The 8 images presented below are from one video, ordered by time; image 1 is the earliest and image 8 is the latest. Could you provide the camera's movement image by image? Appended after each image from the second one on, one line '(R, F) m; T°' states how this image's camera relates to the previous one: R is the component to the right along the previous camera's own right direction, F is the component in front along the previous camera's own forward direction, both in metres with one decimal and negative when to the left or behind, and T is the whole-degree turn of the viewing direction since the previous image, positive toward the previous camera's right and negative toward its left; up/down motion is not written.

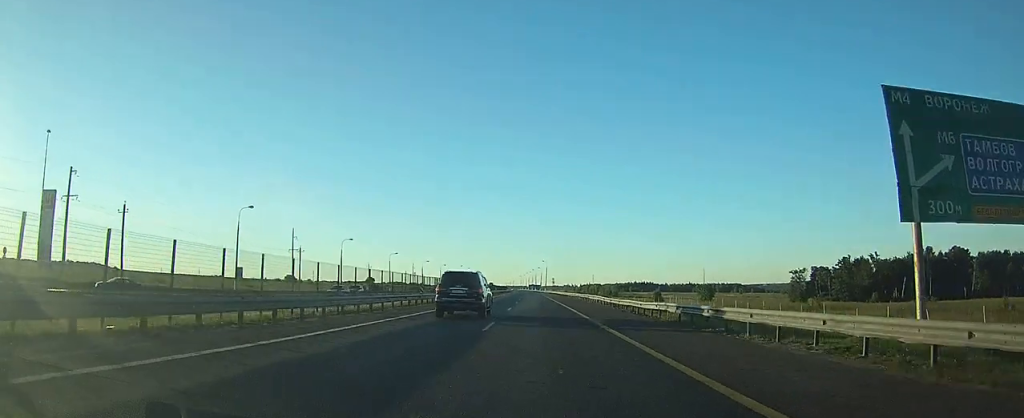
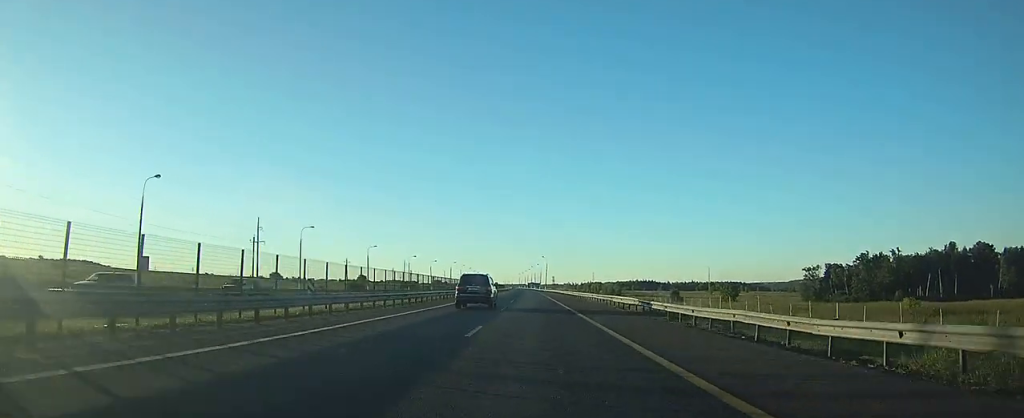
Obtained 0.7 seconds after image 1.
(0.0, +18.7) m; 0°
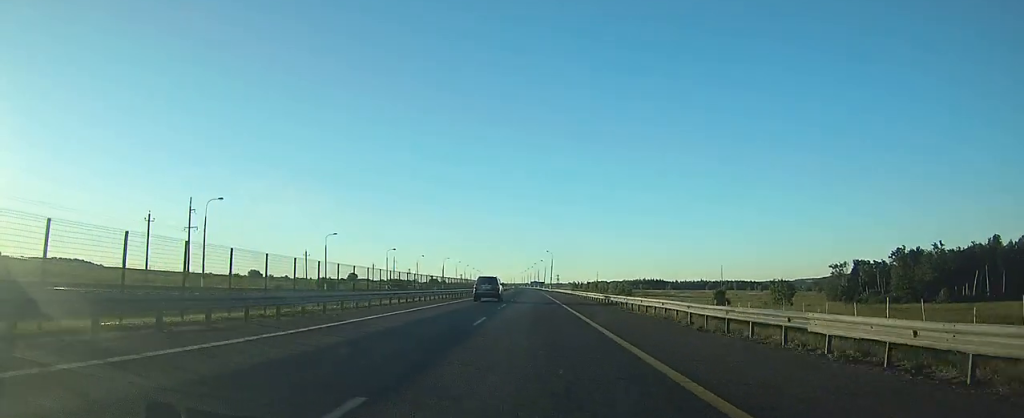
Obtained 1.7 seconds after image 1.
(-0.2, +28.1) m; 0°
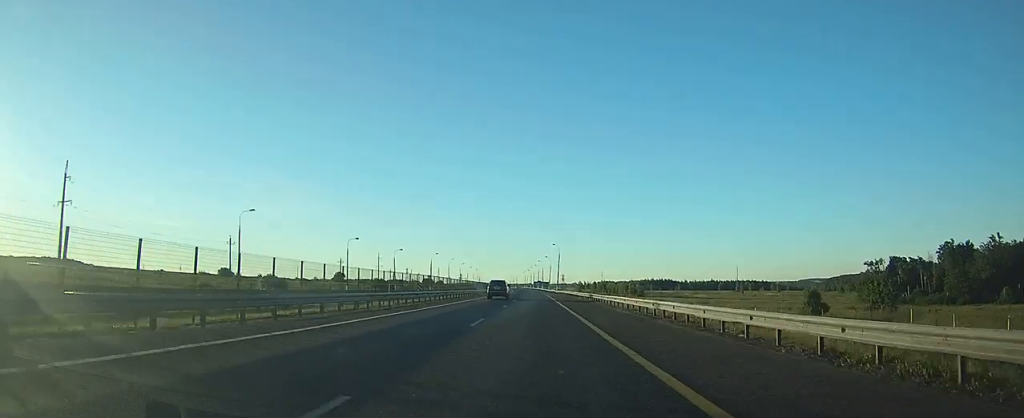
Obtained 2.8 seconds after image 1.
(0.0, +31.8) m; 0°
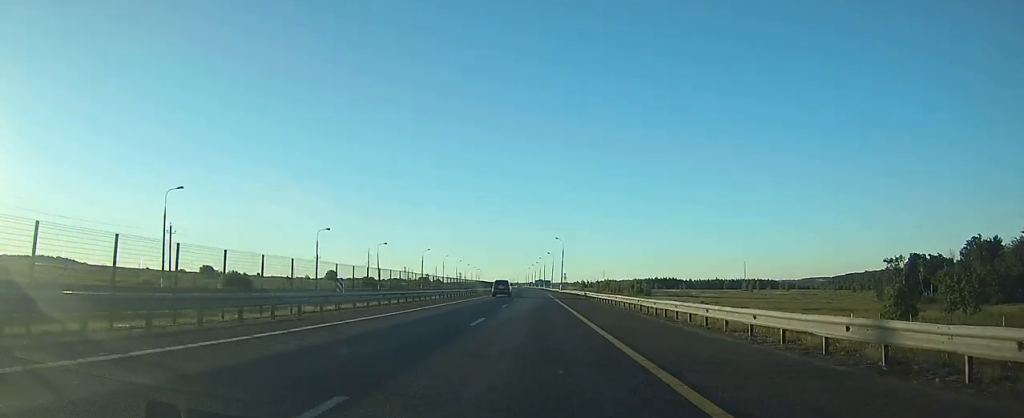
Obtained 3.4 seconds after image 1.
(0.0, +15.8) m; 0°
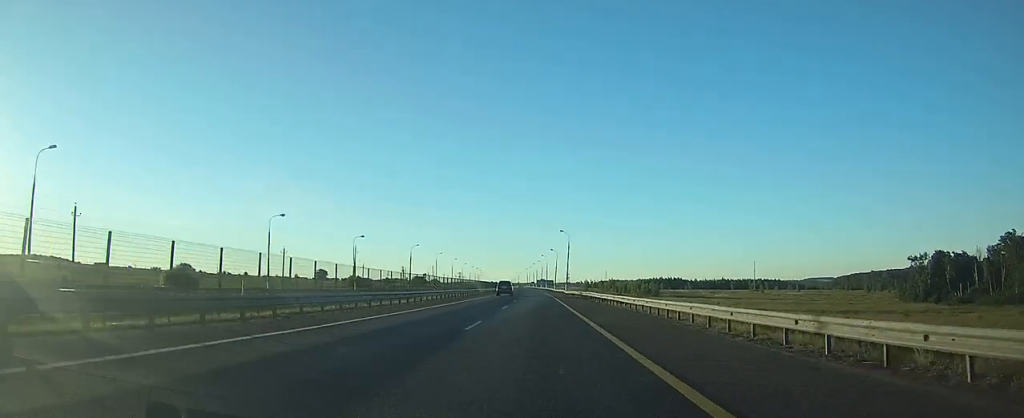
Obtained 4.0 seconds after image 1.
(0.0, +17.7) m; -1°
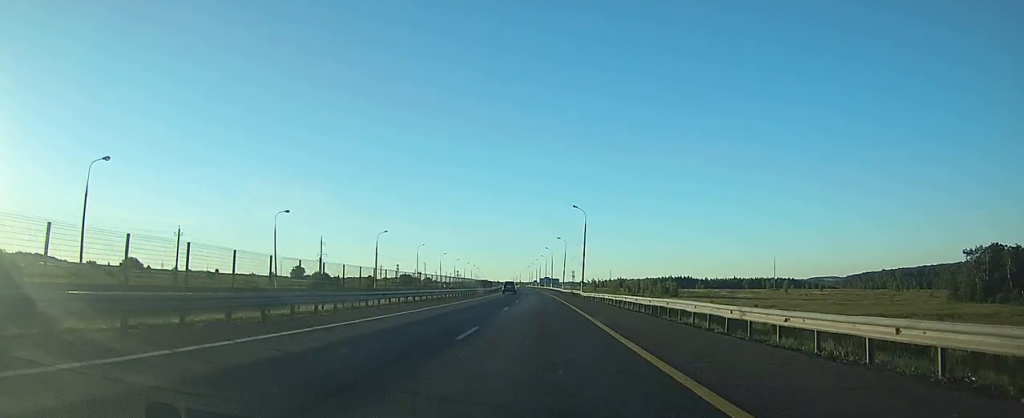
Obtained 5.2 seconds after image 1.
(-0.6, +34.5) m; -2°
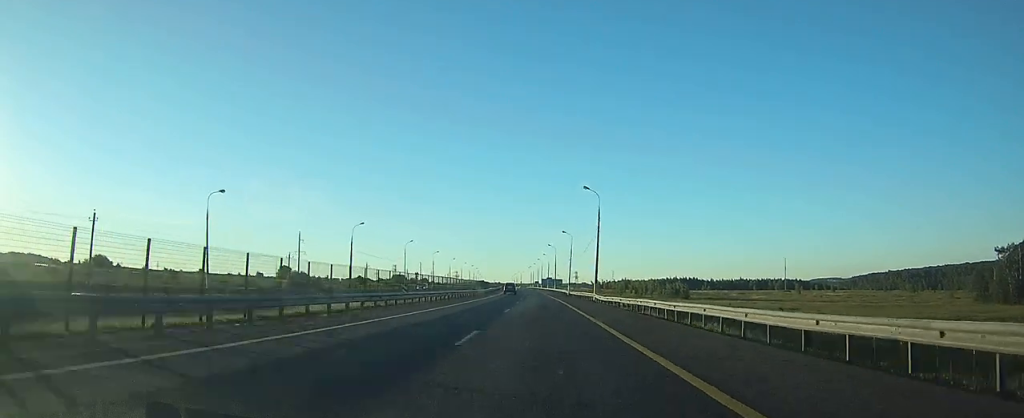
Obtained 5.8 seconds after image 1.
(-0.2, +16.8) m; 0°
